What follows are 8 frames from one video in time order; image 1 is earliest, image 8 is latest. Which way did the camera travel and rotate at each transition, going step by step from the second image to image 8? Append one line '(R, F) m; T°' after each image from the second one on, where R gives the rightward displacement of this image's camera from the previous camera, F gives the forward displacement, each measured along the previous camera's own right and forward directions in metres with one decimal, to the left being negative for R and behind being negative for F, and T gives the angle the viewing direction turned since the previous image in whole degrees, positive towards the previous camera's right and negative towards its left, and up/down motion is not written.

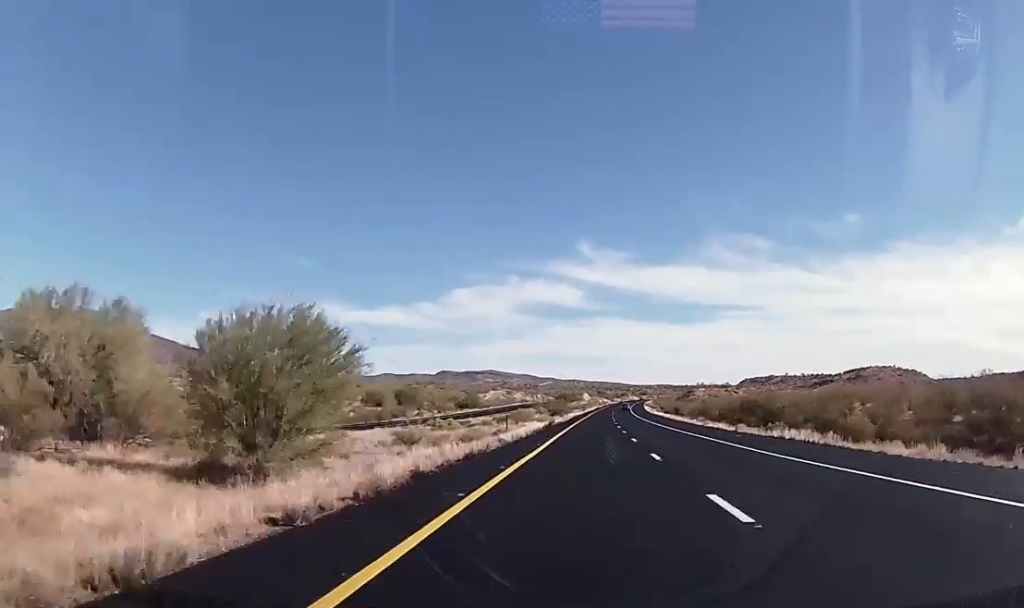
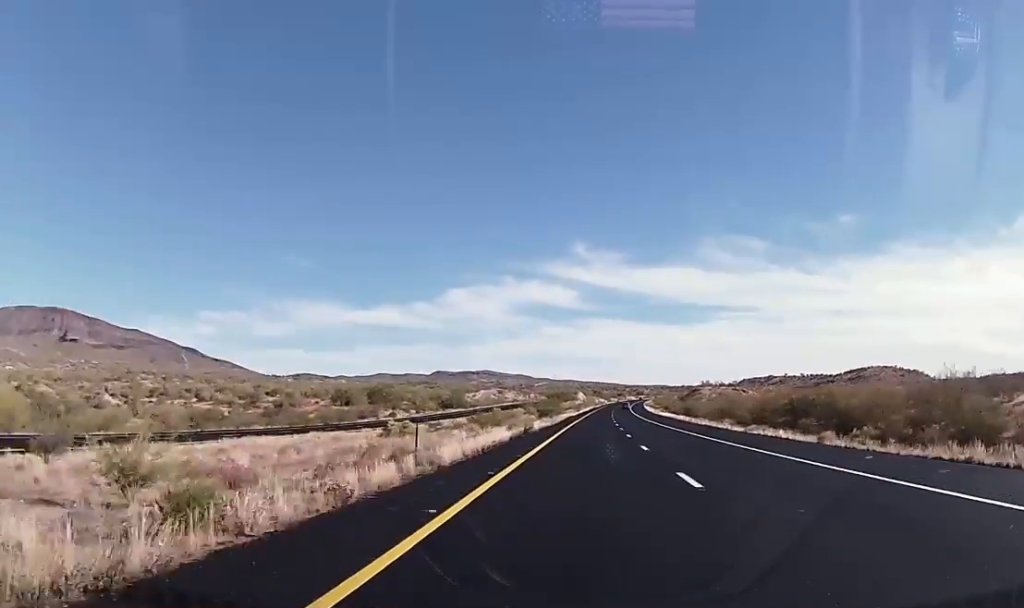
(+0.1, +20.1) m; +1°
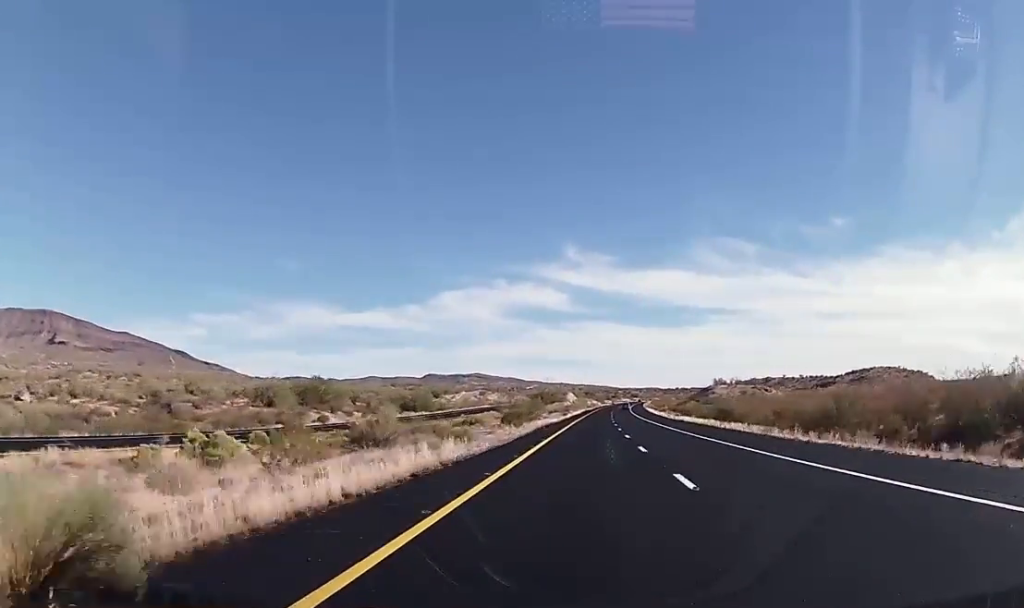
(+0.5, +36.5) m; +1°
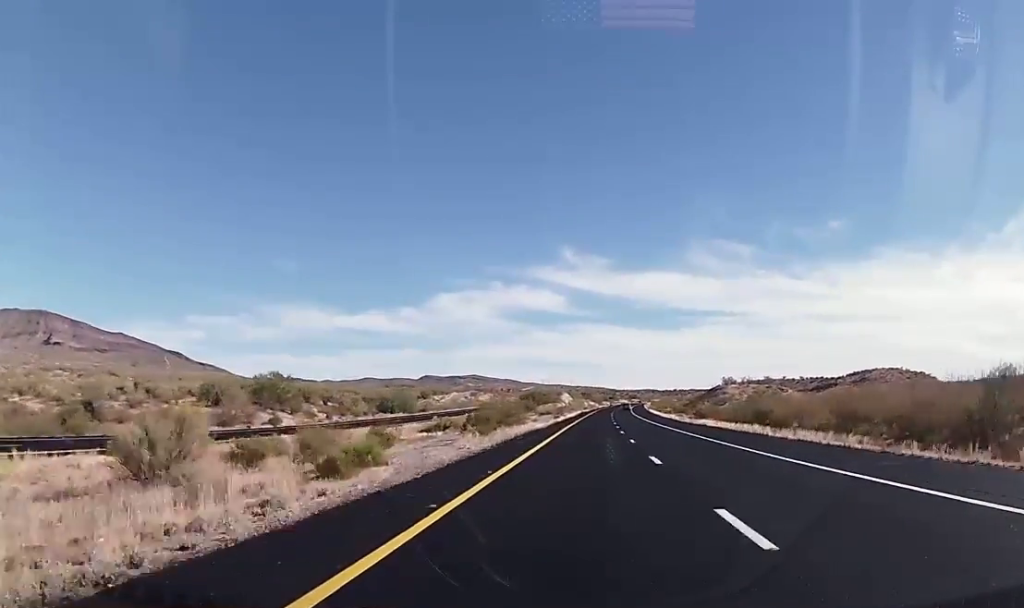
(0.0, +17.6) m; 0°
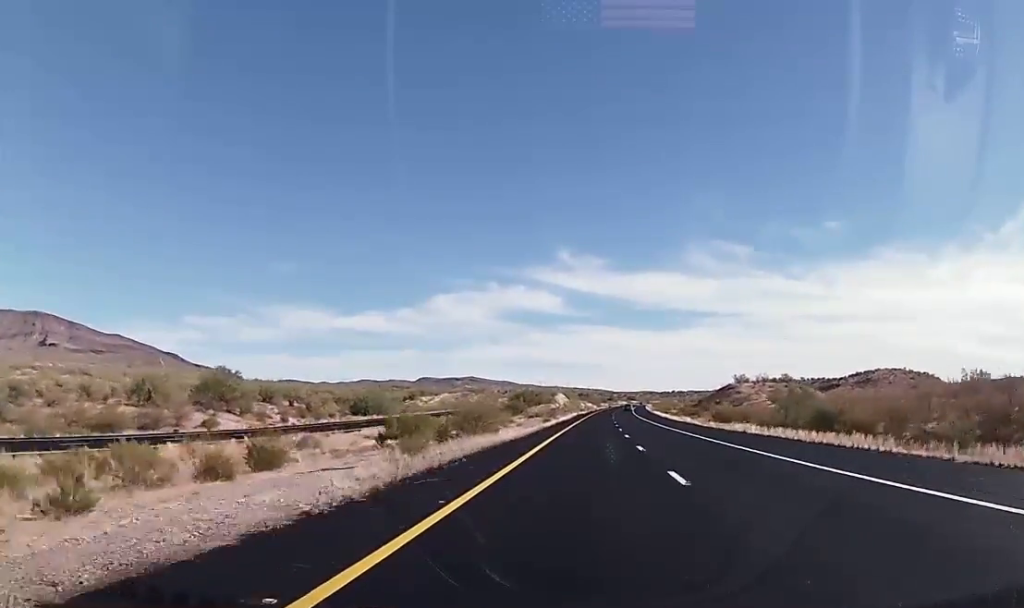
(0.0, +17.7) m; 0°
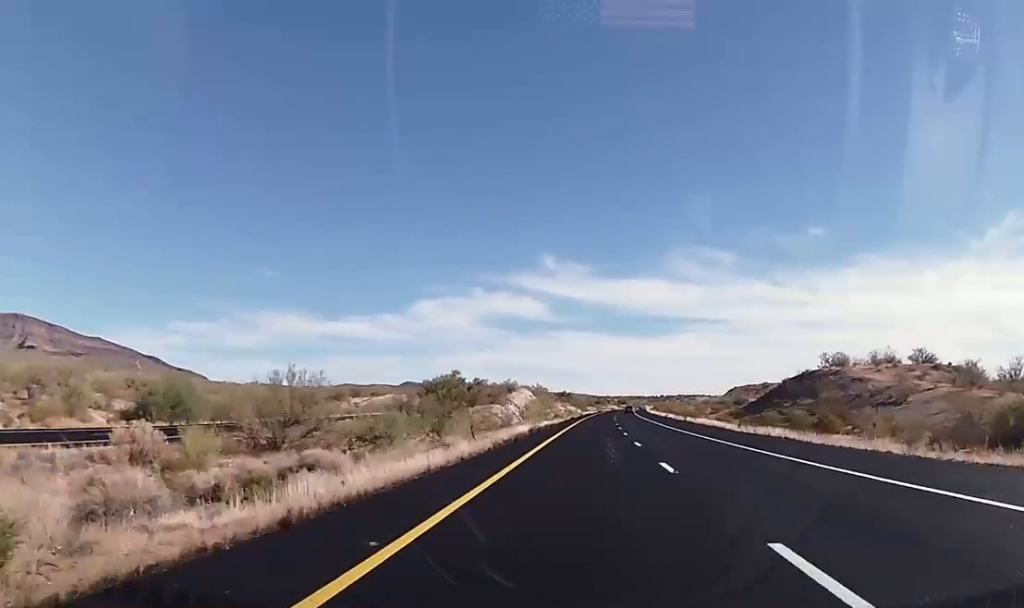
(+1.0, +71.5) m; +1°
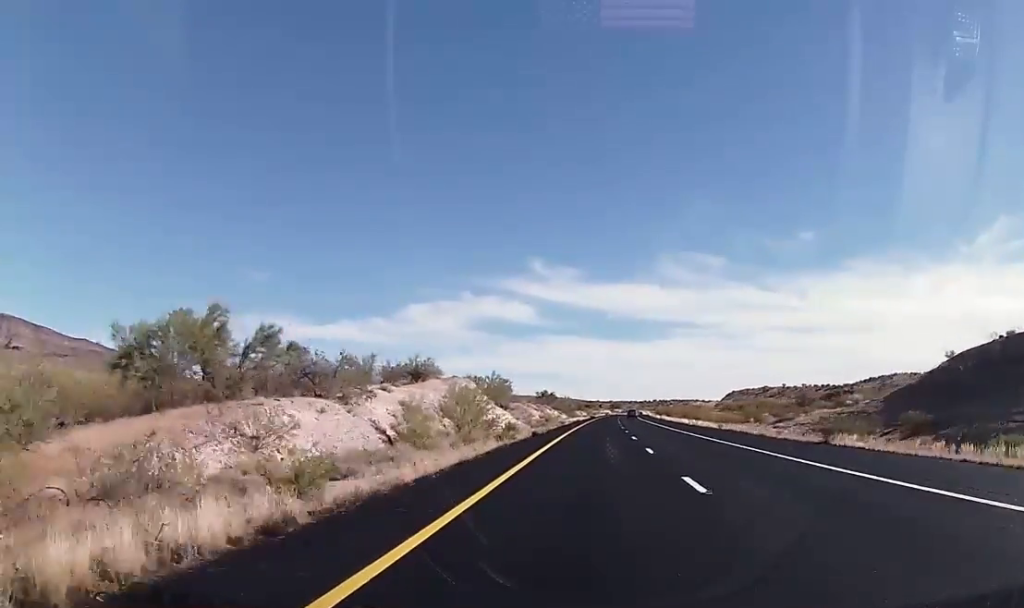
(-0.4, +52.3) m; +1°
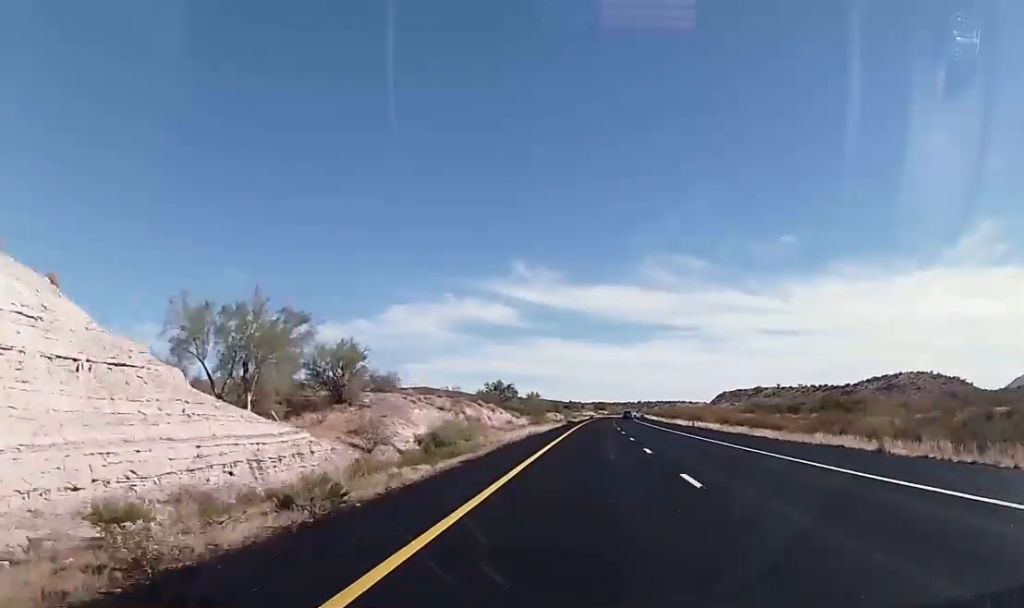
(+1.2, +59.9) m; +1°
